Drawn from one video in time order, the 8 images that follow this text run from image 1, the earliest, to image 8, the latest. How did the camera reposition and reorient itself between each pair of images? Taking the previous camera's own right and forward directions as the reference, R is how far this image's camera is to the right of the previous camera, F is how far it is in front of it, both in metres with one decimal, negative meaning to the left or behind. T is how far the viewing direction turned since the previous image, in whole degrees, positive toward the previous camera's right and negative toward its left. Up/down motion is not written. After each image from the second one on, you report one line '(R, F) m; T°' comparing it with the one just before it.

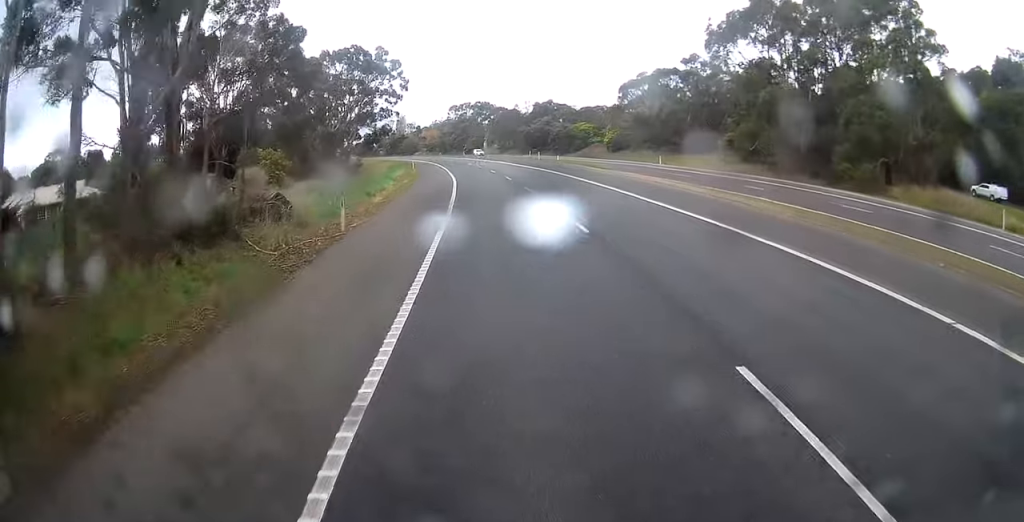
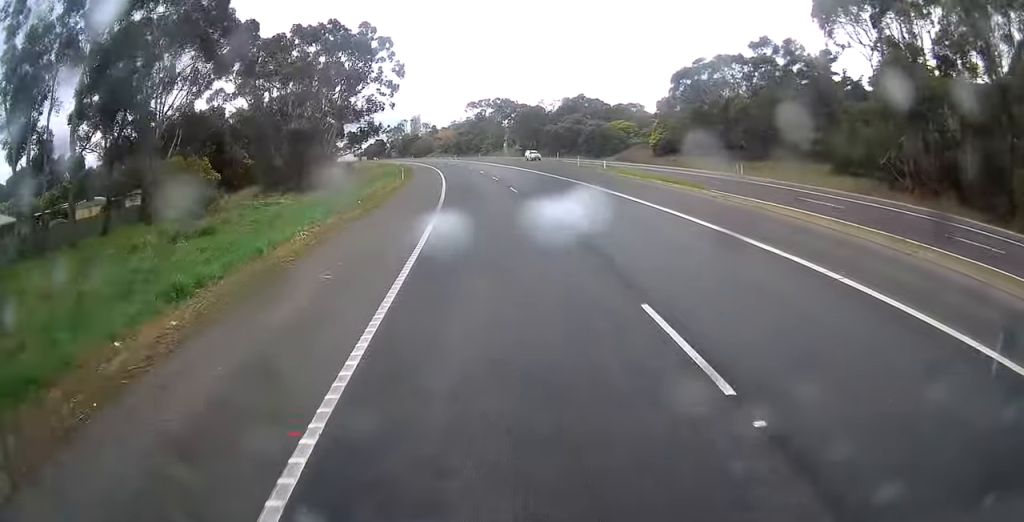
(-0.6, +21.4) m; -2°
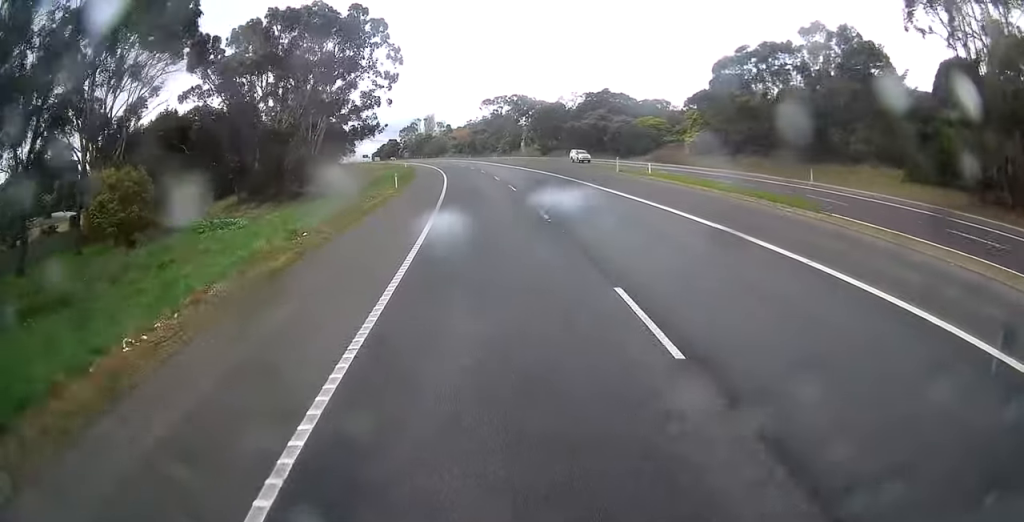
(-0.1, +11.5) m; -1°
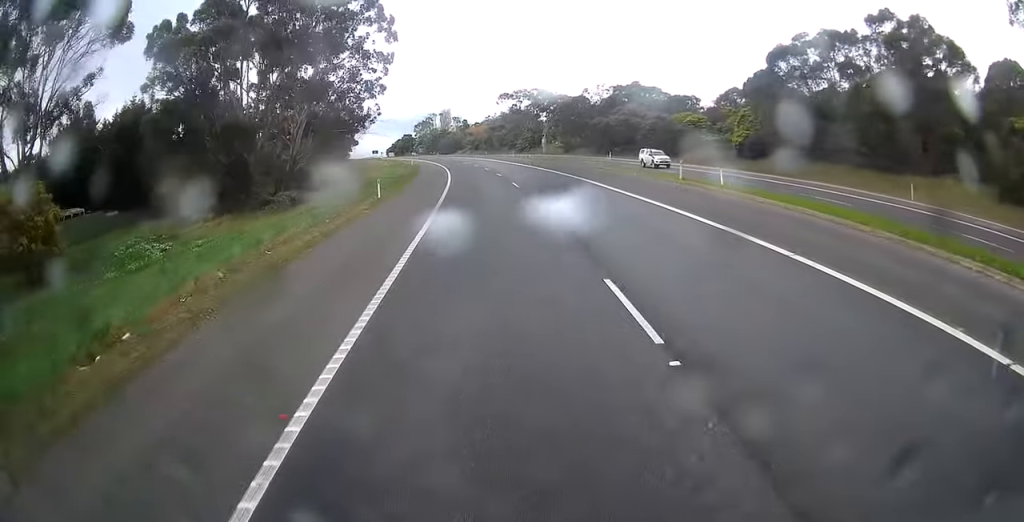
(+0.1, +11.6) m; -1°
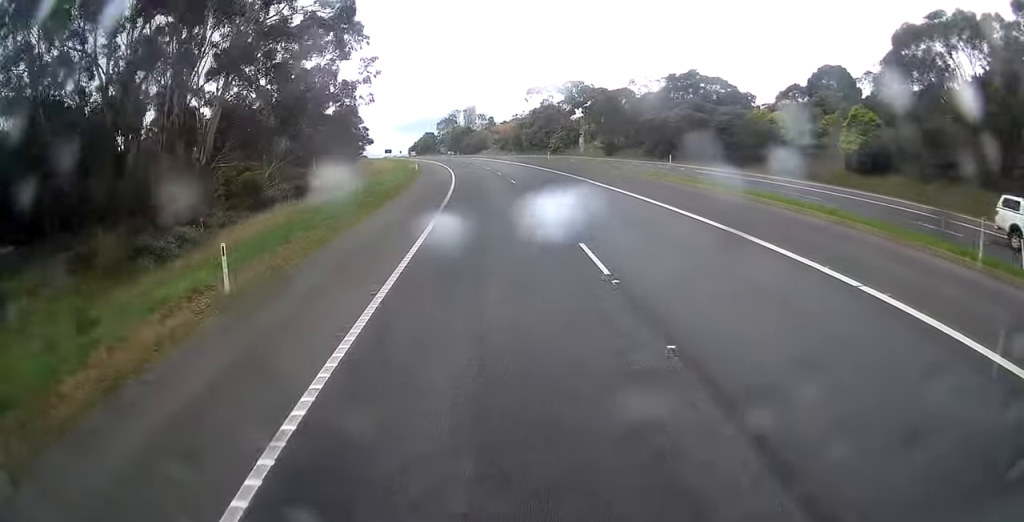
(-0.5, +20.9) m; -3°
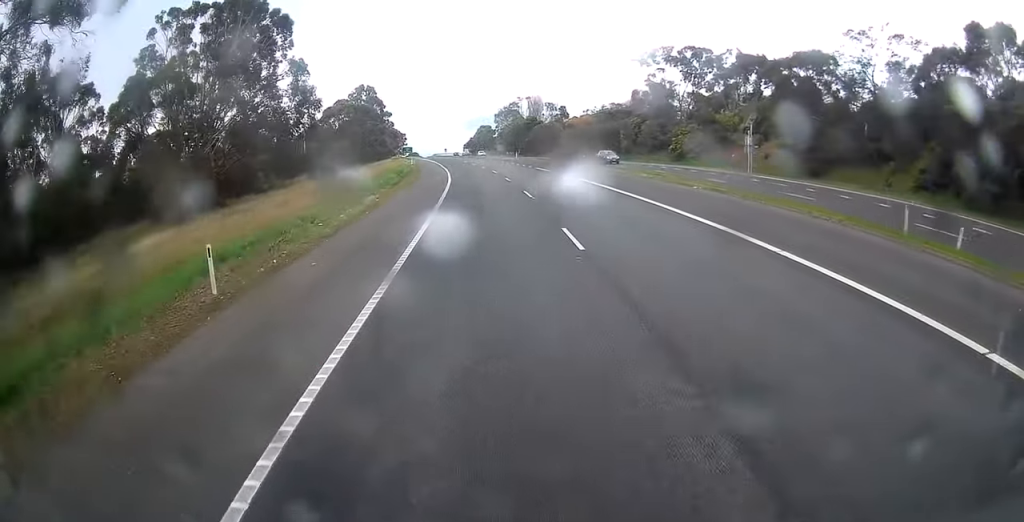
(-2.3, +57.6) m; -6°
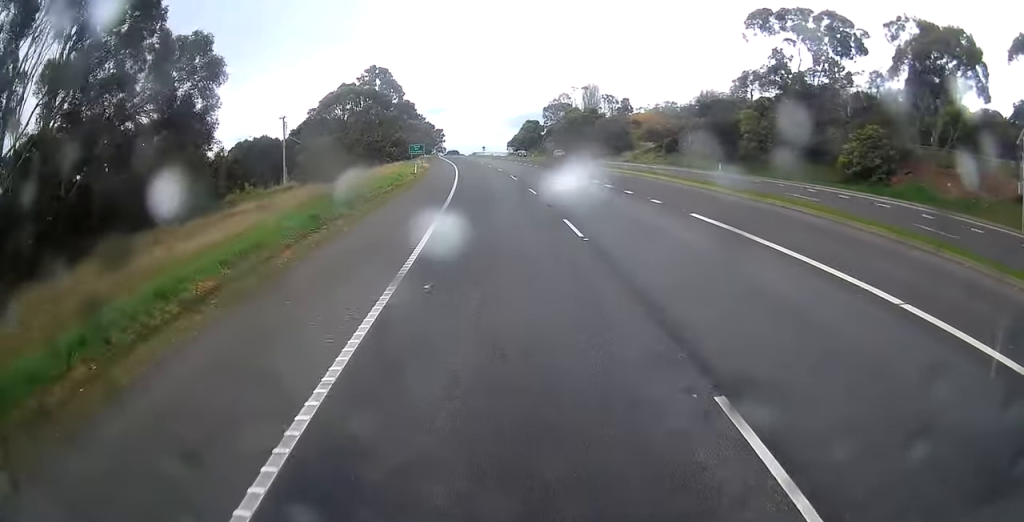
(-2.2, +33.9) m; -6°
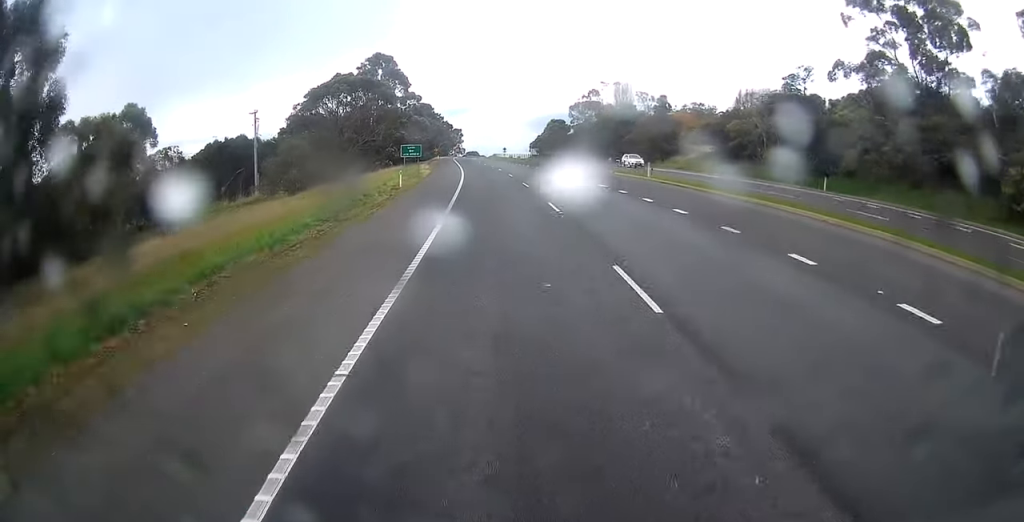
(0.0, +18.3) m; -2°
